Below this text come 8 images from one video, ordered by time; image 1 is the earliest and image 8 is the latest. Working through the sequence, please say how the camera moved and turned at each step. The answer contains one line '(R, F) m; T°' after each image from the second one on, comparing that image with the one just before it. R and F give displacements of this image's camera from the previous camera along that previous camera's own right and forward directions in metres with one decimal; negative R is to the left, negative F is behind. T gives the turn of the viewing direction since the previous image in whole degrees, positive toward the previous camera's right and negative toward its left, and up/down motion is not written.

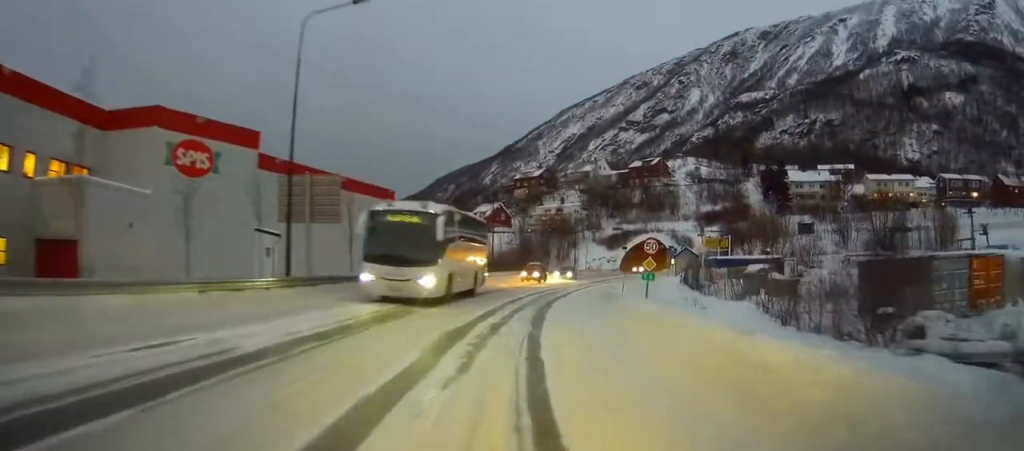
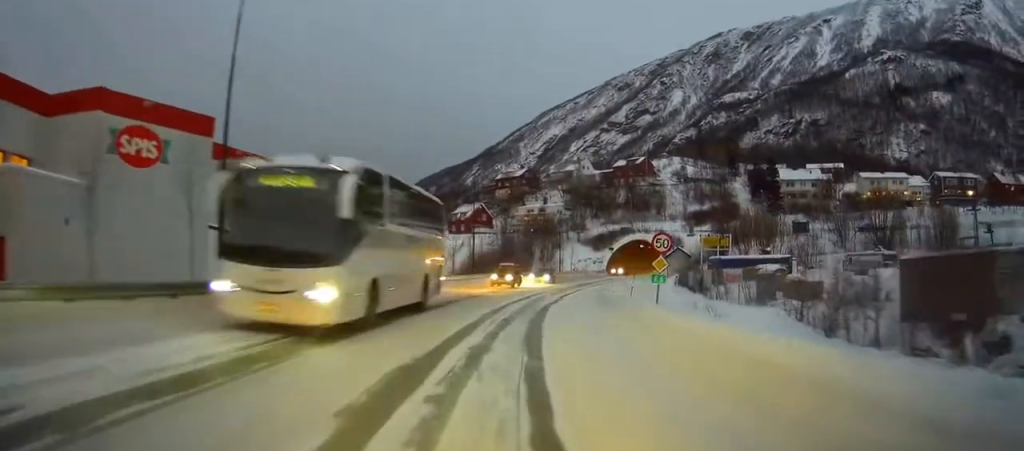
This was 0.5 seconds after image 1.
(0.0, +5.0) m; +1°
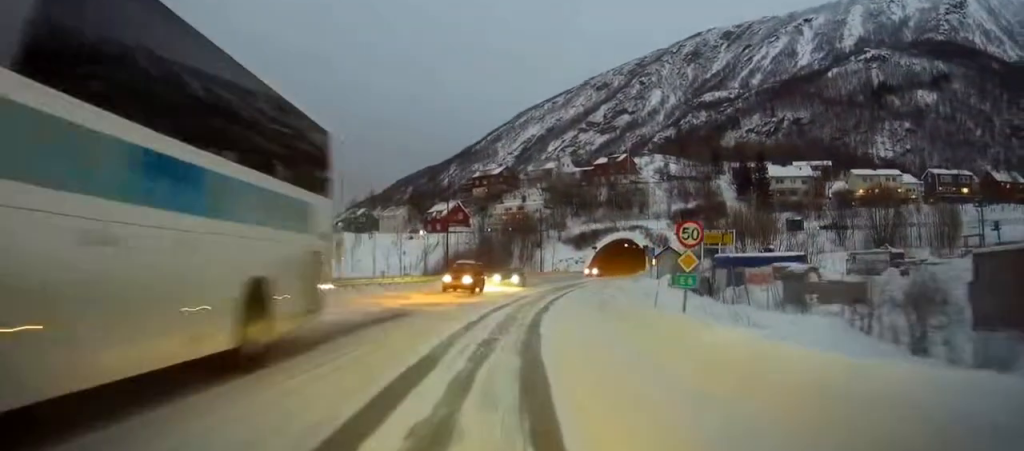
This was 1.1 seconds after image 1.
(+0.1, +6.1) m; +2°
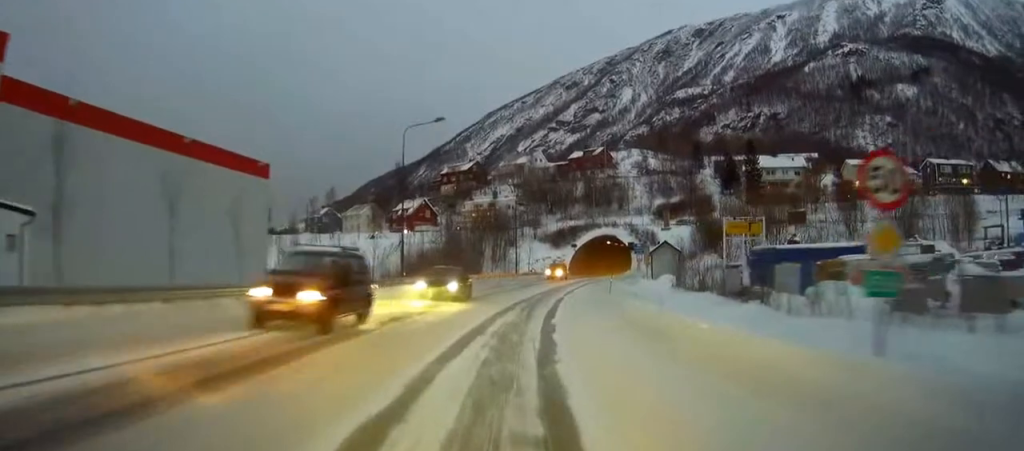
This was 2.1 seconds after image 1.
(+0.3, +10.7) m; +5°
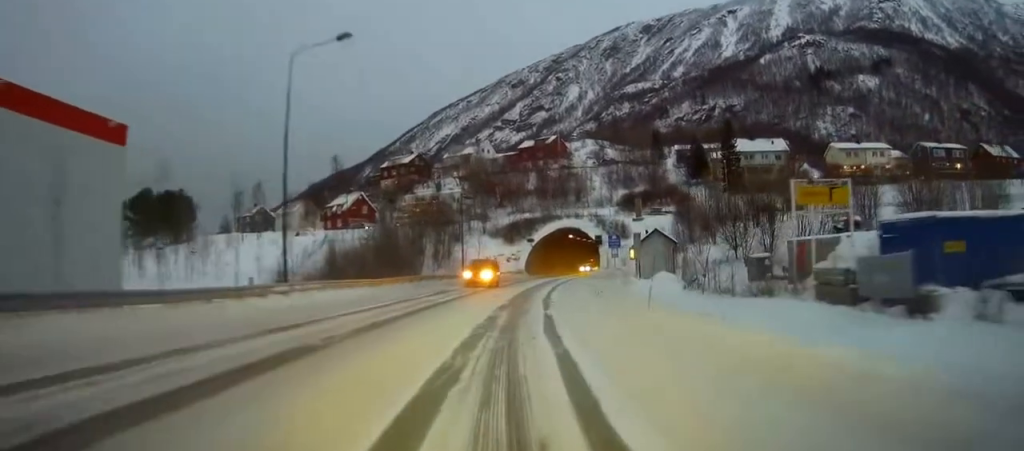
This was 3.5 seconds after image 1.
(+1.1, +15.7) m; +7°
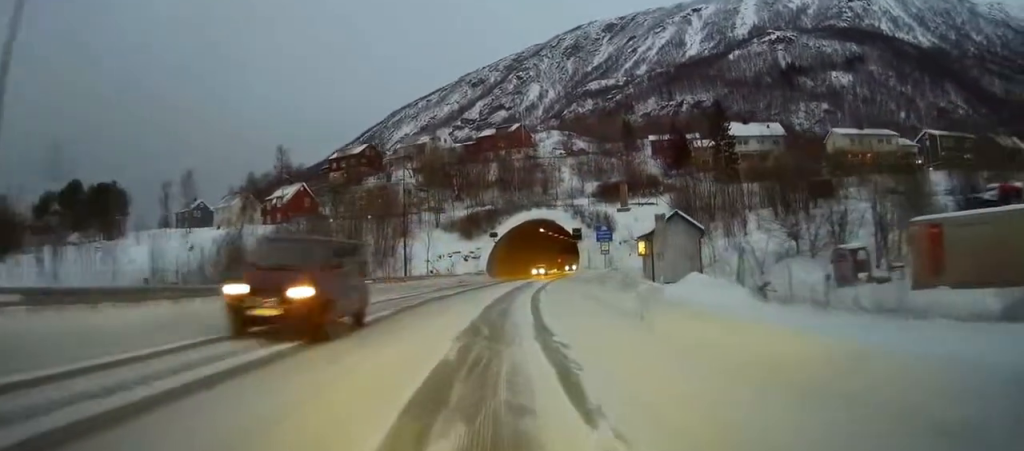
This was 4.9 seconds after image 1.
(+0.6, +16.9) m; +3°
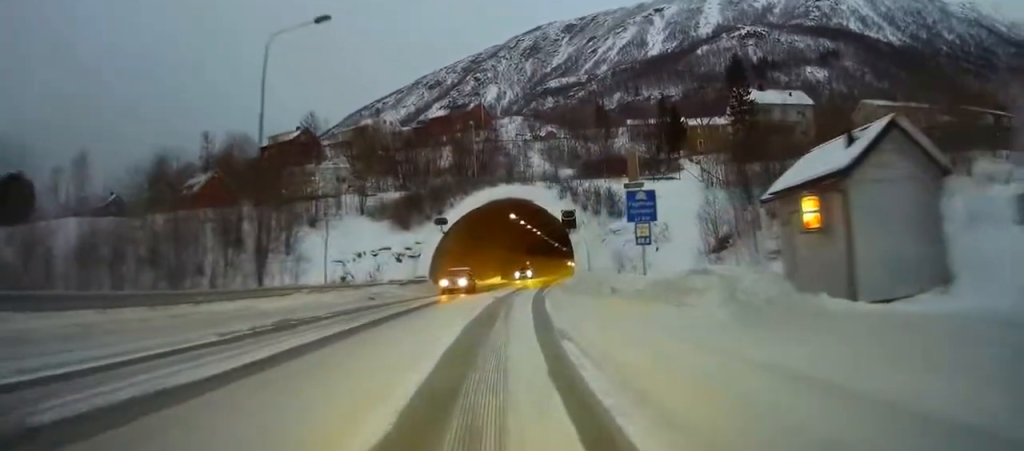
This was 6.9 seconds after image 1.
(+0.7, +25.7) m; +3°
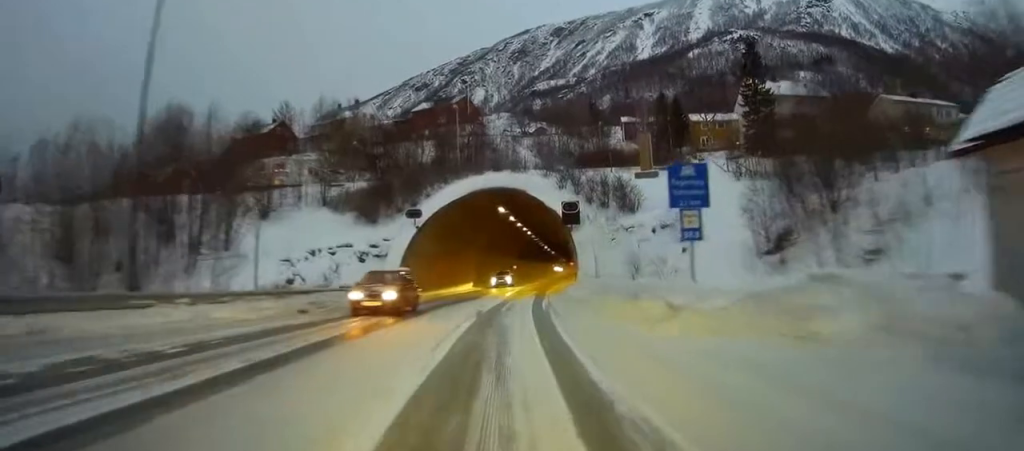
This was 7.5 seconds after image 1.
(+0.1, +9.0) m; +1°
